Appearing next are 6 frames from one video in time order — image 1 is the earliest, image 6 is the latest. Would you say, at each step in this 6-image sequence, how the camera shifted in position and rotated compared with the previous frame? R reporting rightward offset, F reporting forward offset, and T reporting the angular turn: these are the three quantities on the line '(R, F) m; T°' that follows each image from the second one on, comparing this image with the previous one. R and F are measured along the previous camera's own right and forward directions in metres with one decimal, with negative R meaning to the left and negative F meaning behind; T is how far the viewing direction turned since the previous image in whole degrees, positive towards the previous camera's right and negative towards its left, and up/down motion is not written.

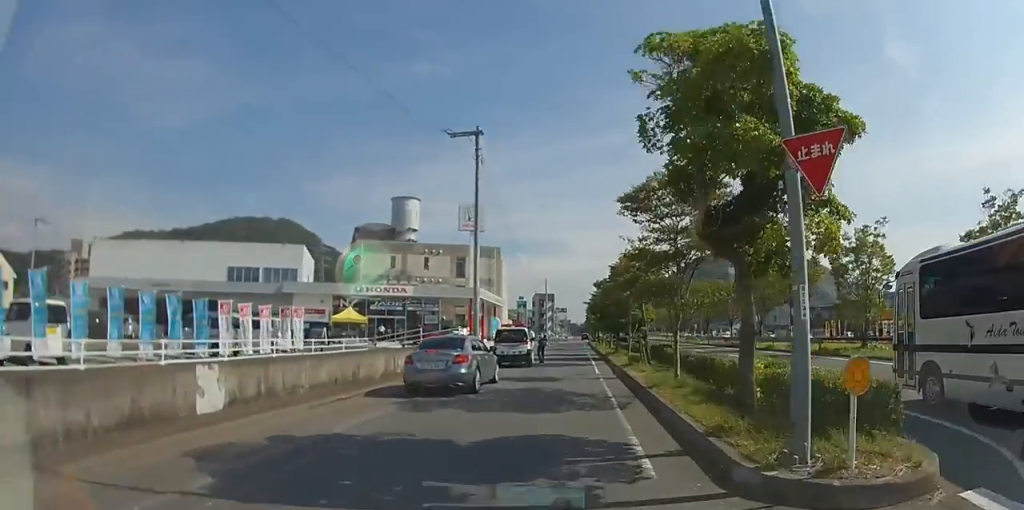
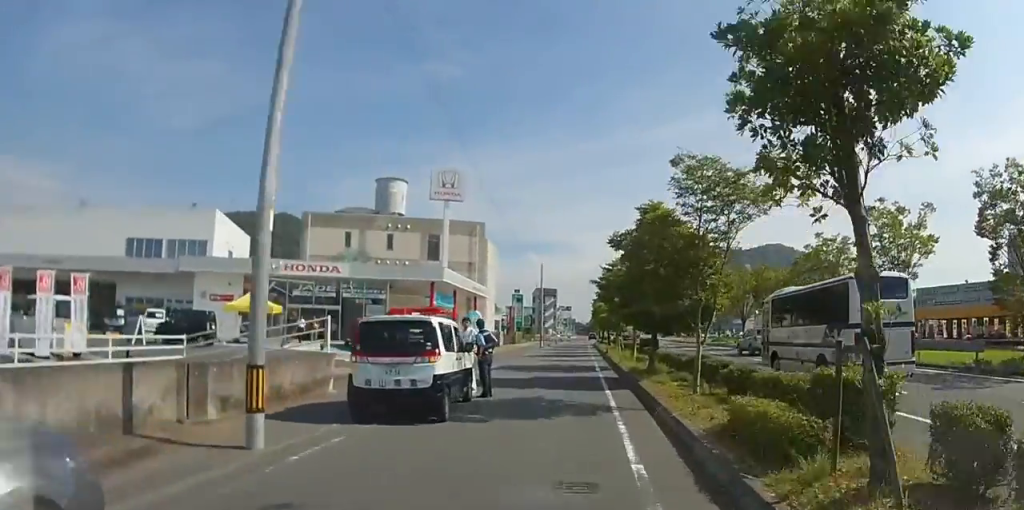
(-0.5, +14.1) m; -2°
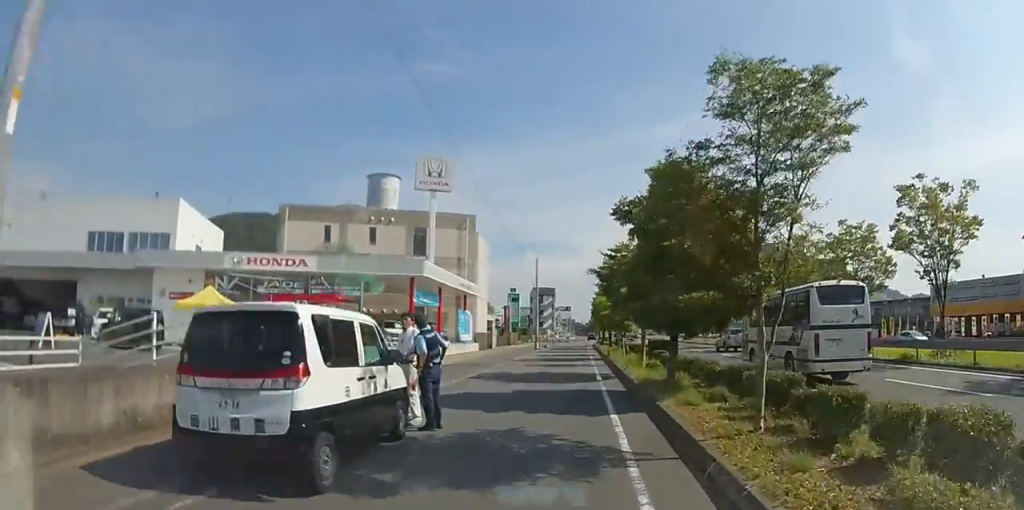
(0.0, +3.8) m; 0°
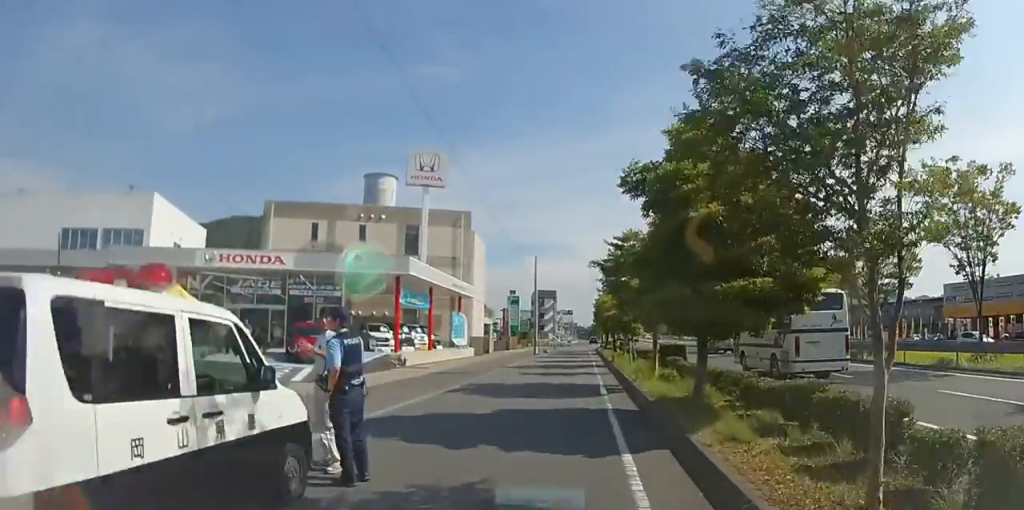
(0.0, +2.9) m; 0°
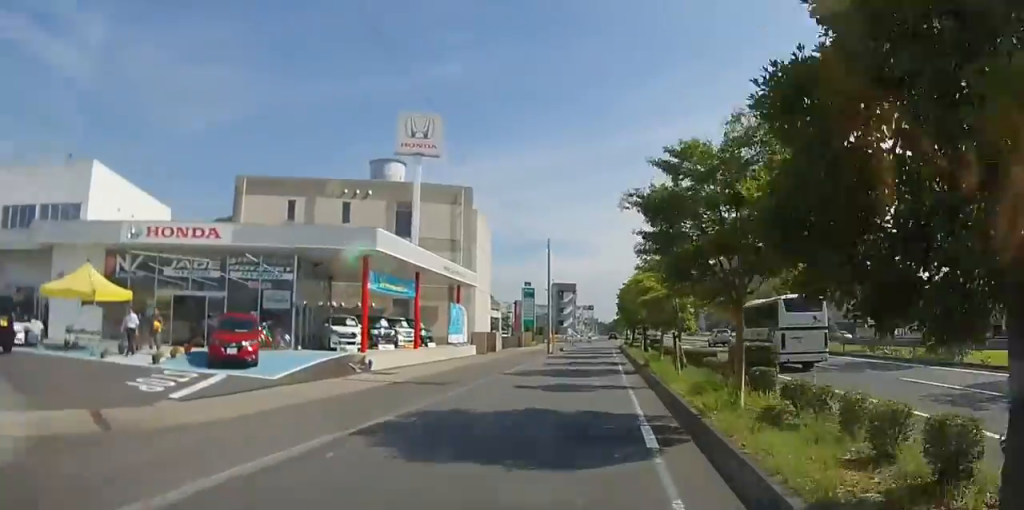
(0.0, +6.7) m; -1°
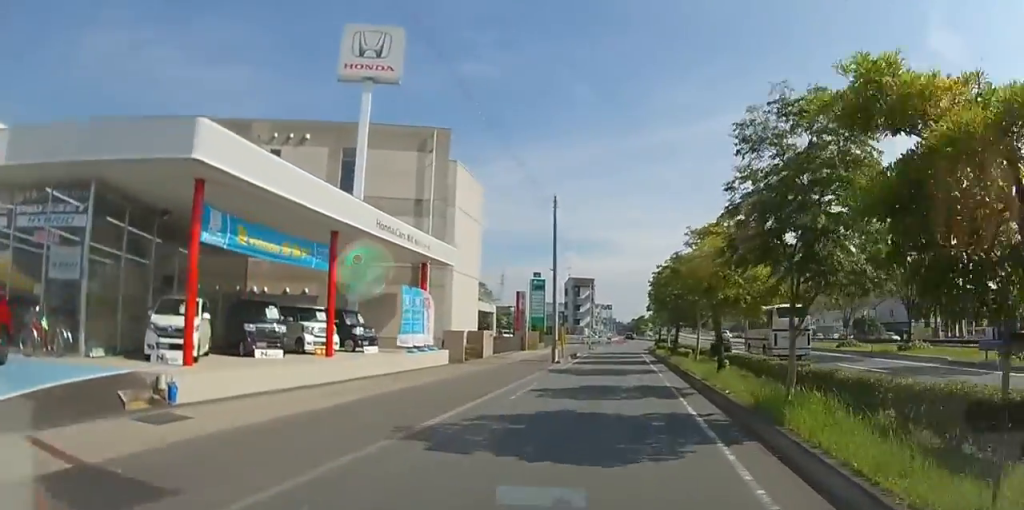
(-0.3, +11.6) m; -2°
